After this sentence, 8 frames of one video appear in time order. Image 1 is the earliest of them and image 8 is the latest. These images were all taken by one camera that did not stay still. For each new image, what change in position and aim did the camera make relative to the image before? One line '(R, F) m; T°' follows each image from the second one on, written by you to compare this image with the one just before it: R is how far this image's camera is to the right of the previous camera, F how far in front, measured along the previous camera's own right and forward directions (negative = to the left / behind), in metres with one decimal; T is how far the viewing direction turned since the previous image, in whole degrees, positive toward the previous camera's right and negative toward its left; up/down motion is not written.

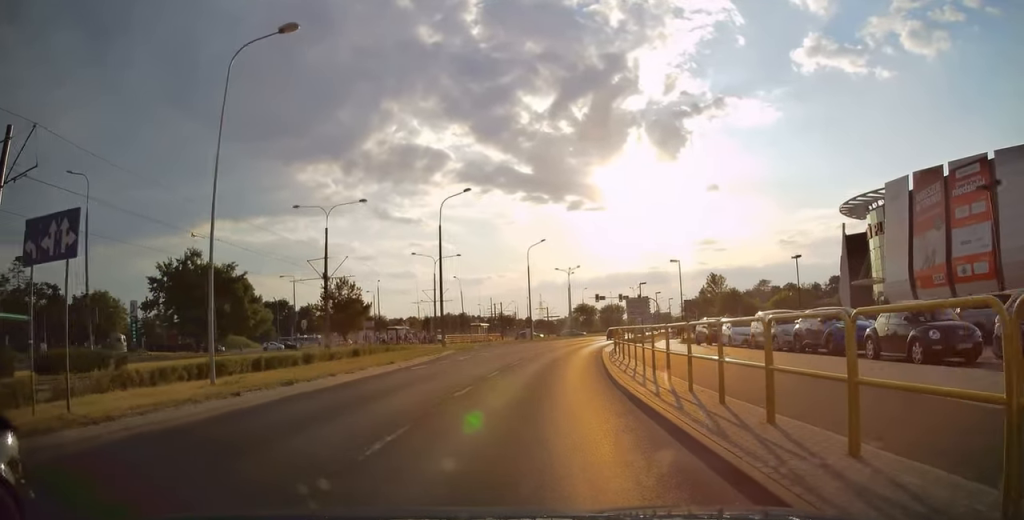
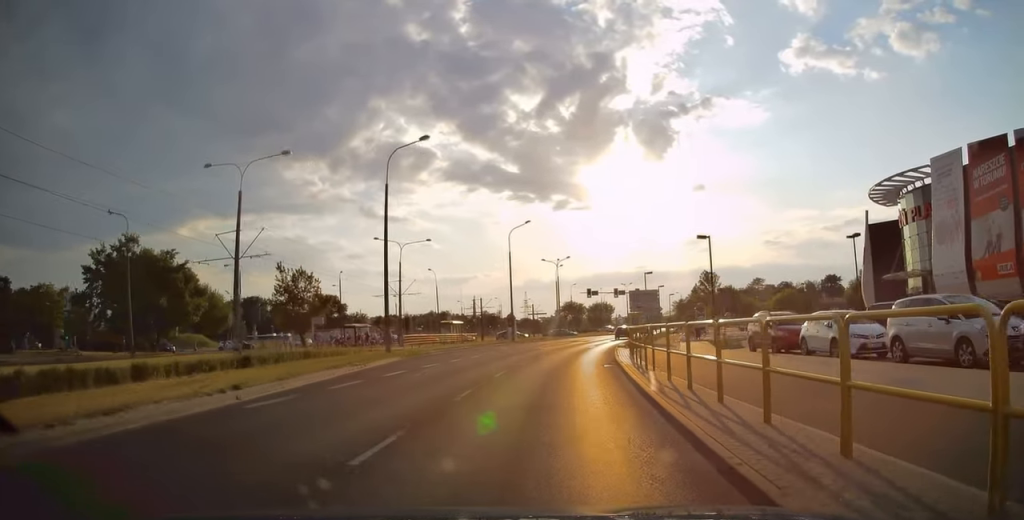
(+0.1, +10.1) m; +1°
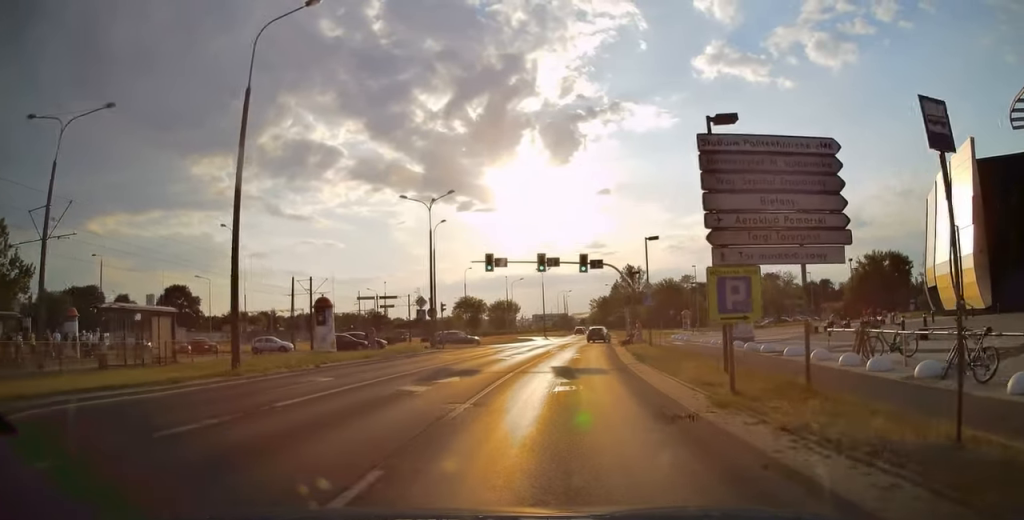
(+1.8, +40.0) m; +7°
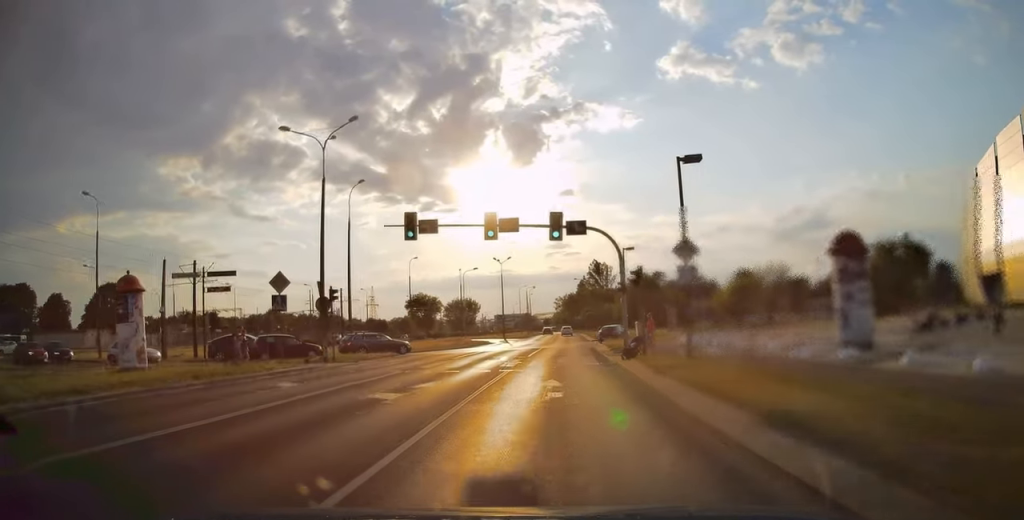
(+0.7, +17.6) m; +4°
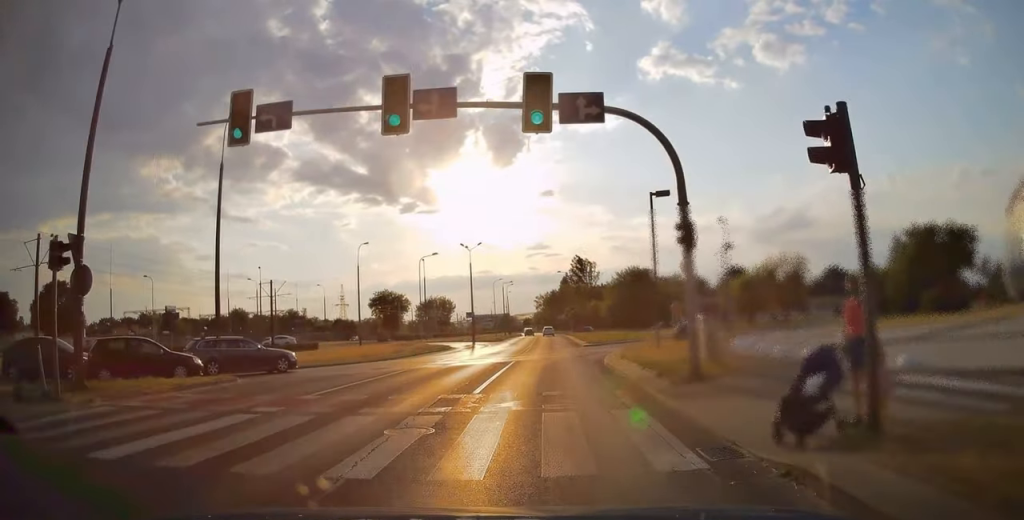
(+0.4, +18.0) m; +1°
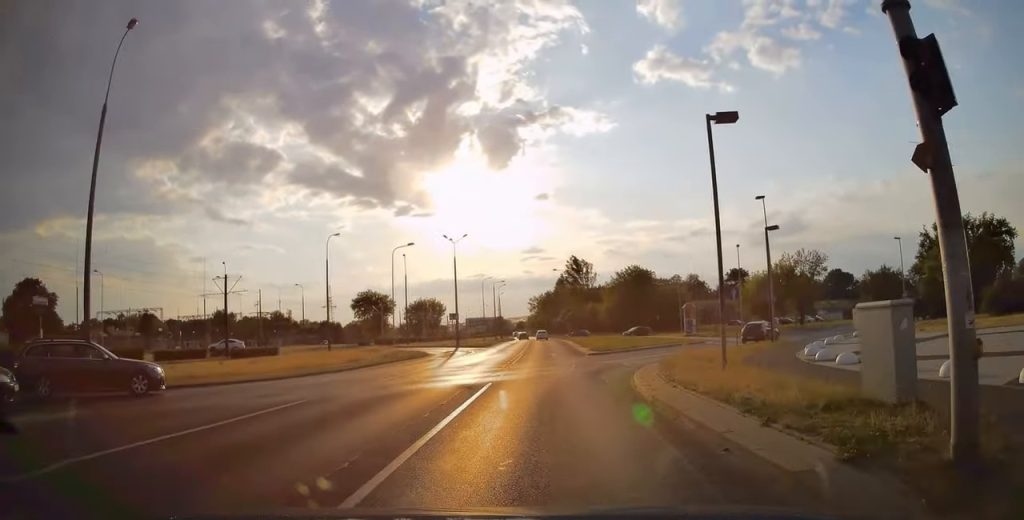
(0.0, +9.1) m; 0°
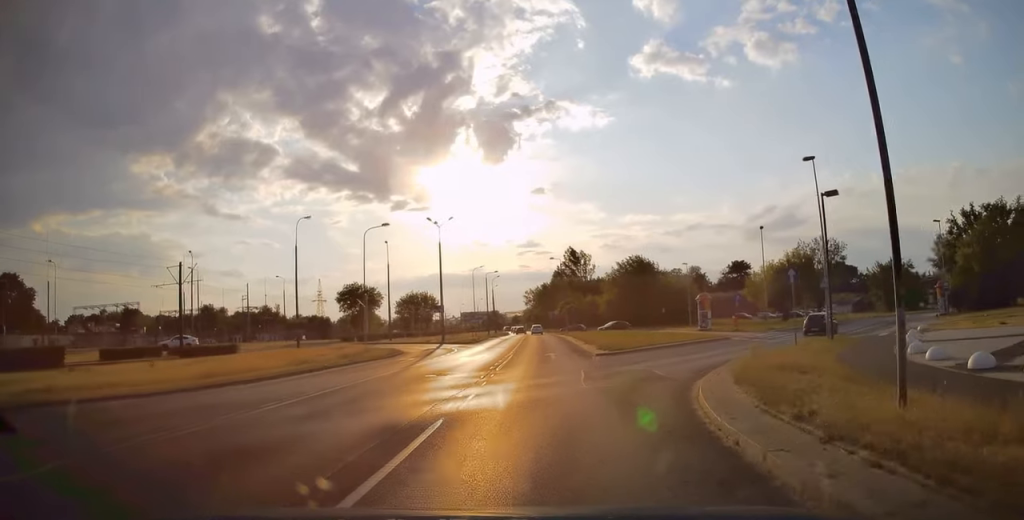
(0.0, +7.4) m; 0°
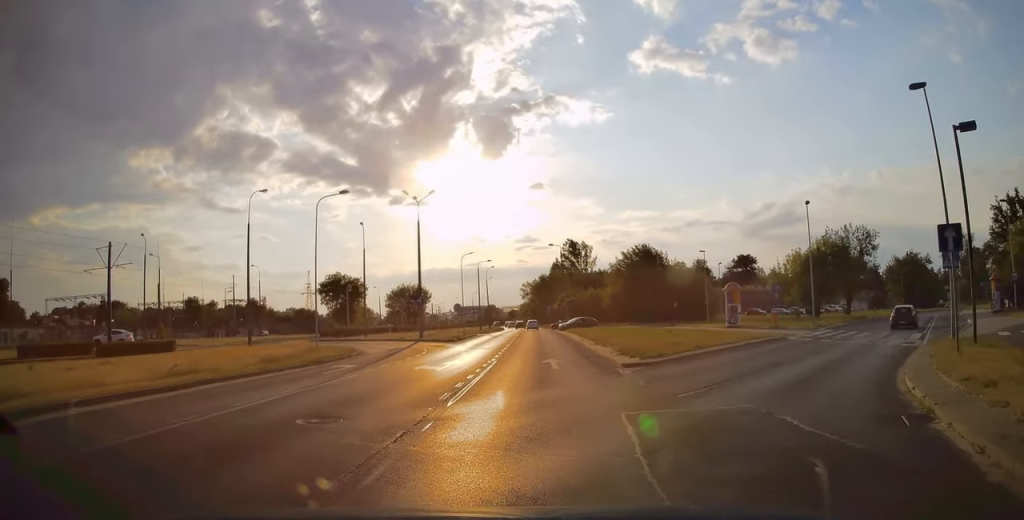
(0.0, +9.6) m; 0°
